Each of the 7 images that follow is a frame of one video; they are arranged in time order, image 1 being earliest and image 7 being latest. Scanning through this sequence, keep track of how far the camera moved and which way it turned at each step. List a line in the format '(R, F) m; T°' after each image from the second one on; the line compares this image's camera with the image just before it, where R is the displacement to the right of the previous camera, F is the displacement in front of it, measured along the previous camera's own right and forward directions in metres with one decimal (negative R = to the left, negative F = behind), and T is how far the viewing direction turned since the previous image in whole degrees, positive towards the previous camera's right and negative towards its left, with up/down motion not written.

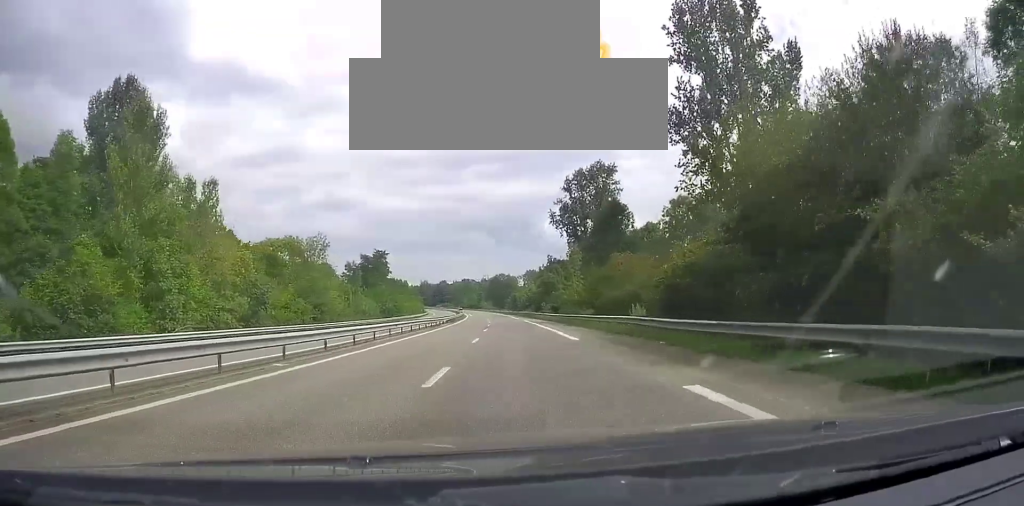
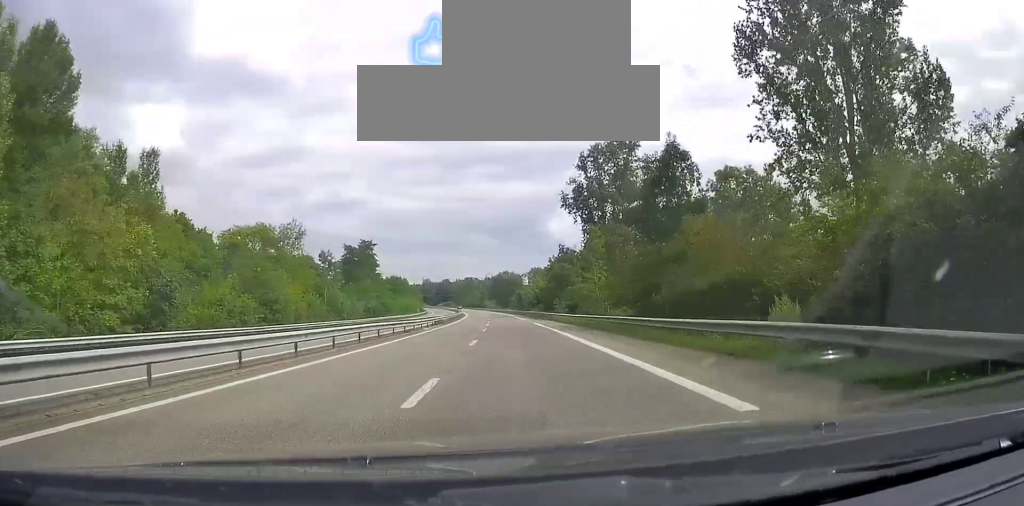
(-0.1, +14.9) m; 0°
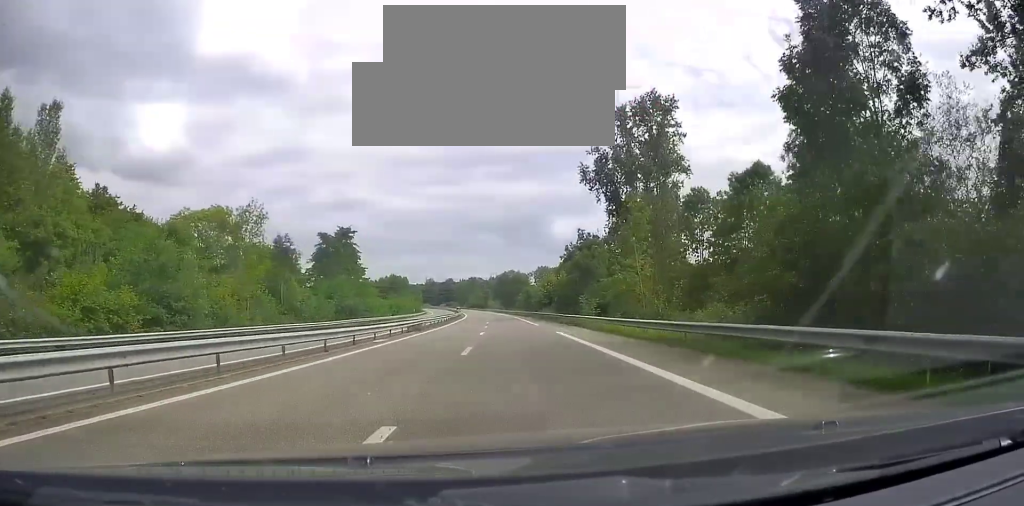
(+0.1, +17.1) m; 0°
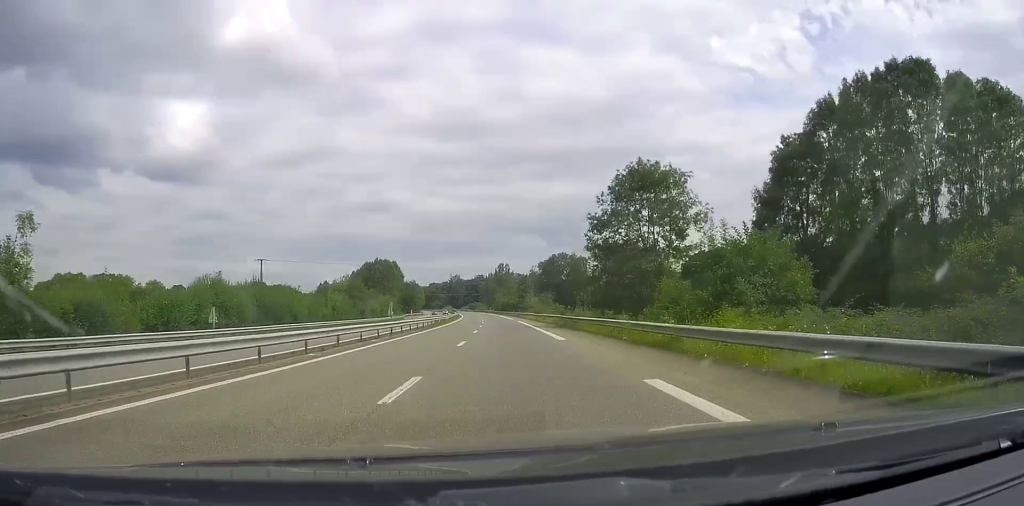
(-4.2, +124.3) m; -4°
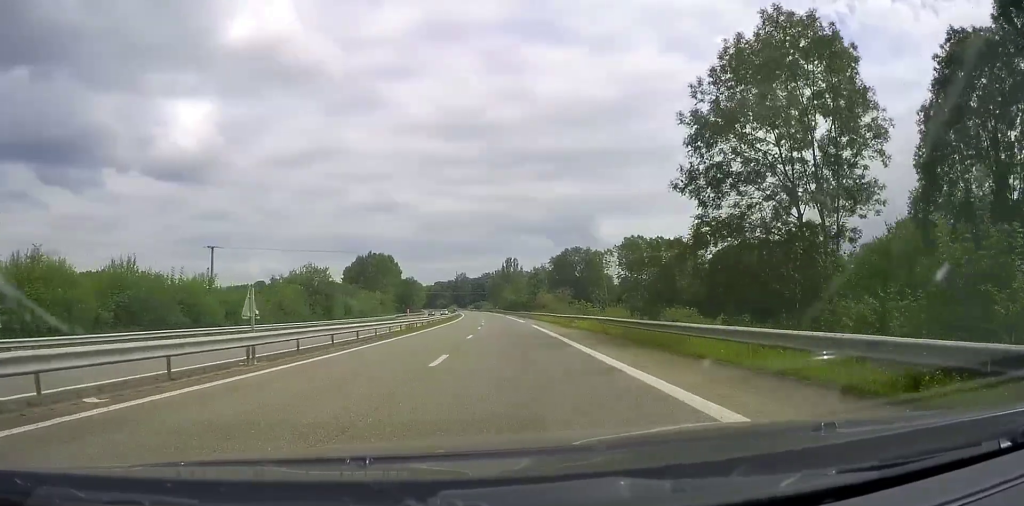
(-0.4, +20.8) m; -1°
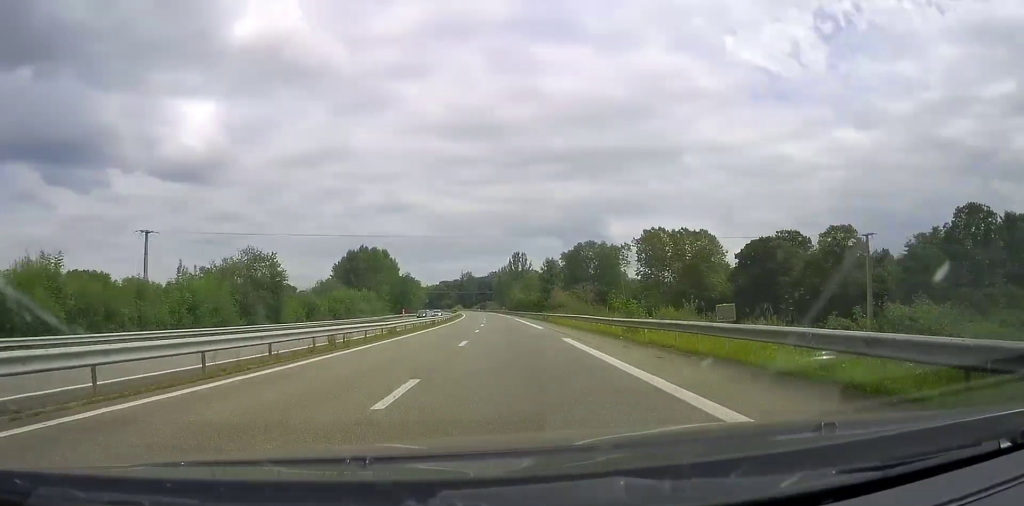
(+0.3, +18.6) m; 0°
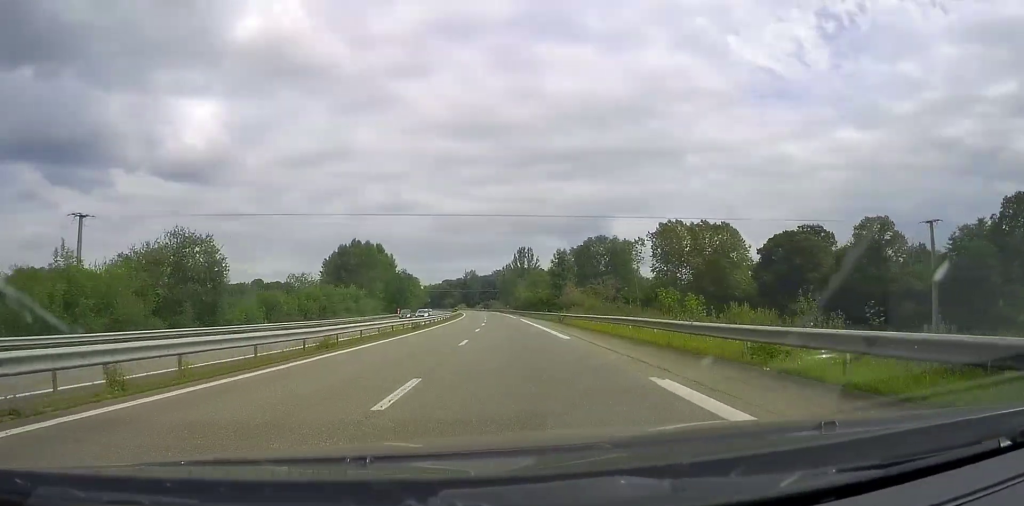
(+0.1, +13.1) m; 0°
